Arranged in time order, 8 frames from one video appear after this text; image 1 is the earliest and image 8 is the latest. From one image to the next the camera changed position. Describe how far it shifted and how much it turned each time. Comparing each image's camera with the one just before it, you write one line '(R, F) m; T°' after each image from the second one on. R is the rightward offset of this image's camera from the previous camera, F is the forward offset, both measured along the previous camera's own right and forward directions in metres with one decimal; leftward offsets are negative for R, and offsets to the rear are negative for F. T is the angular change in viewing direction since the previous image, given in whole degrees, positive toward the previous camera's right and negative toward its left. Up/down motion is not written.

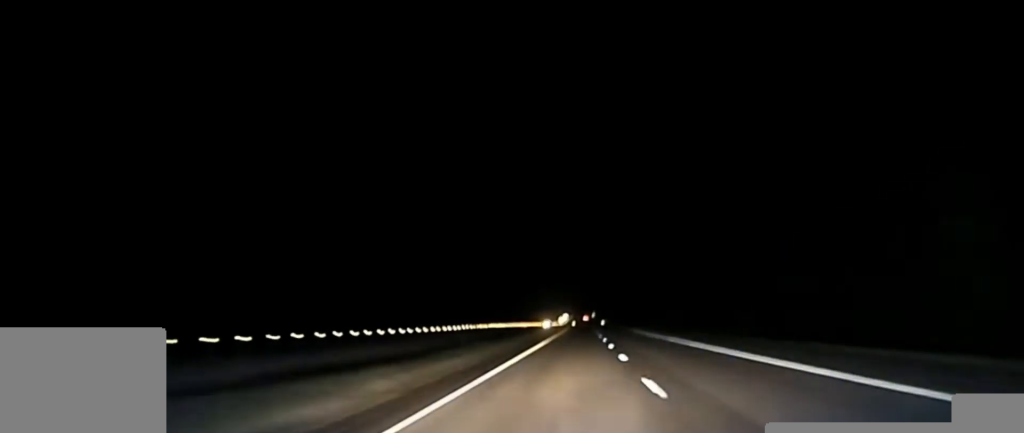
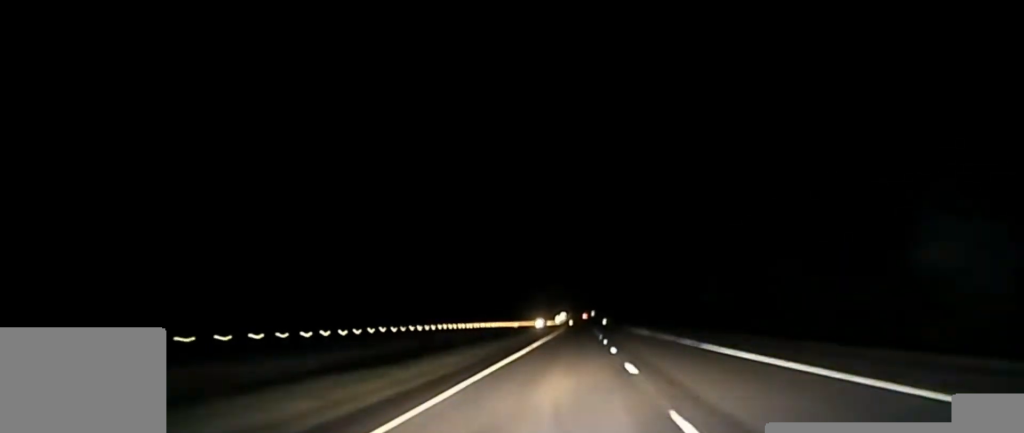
(+0.1, +64.4) m; 0°
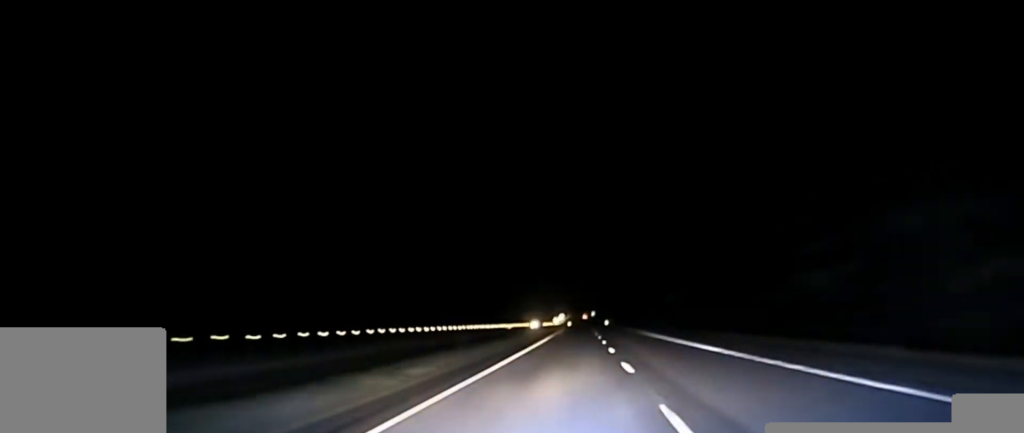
(0.0, +37.5) m; 0°
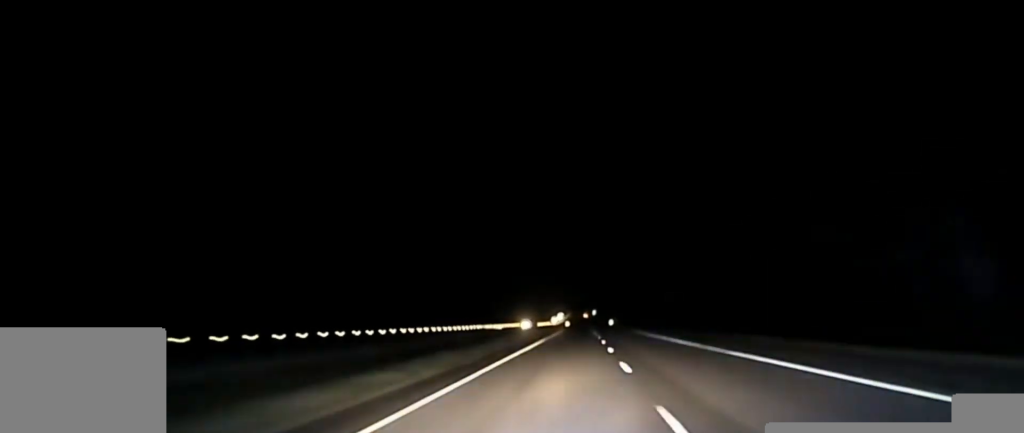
(-0.1, +50.8) m; 0°
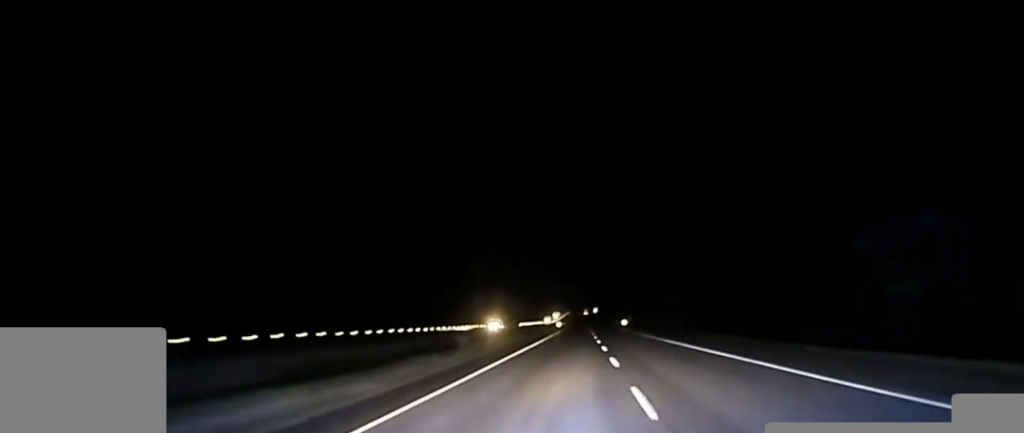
(-0.1, +93.2) m; 0°
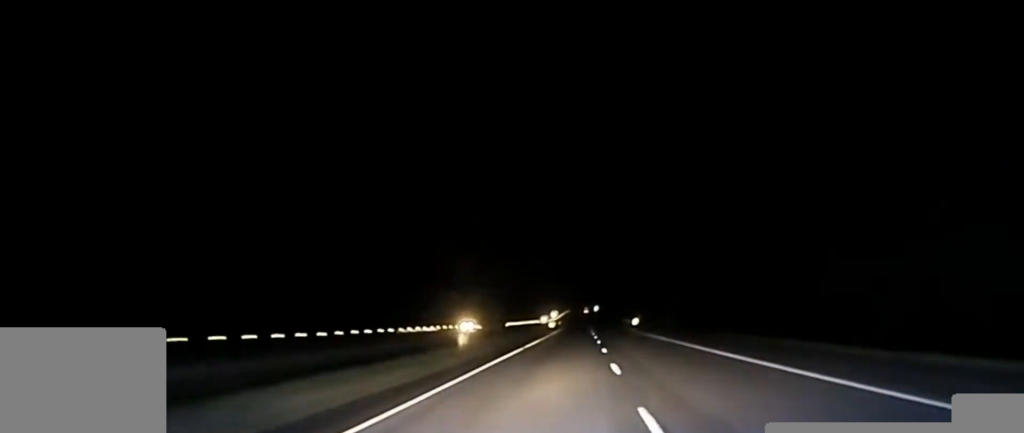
(+0.1, +36.2) m; 0°
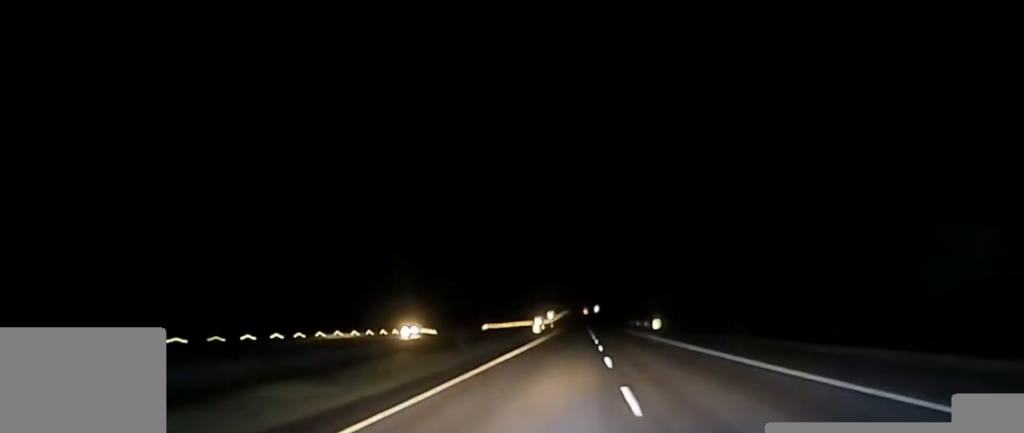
(0.0, +40.2) m; 0°
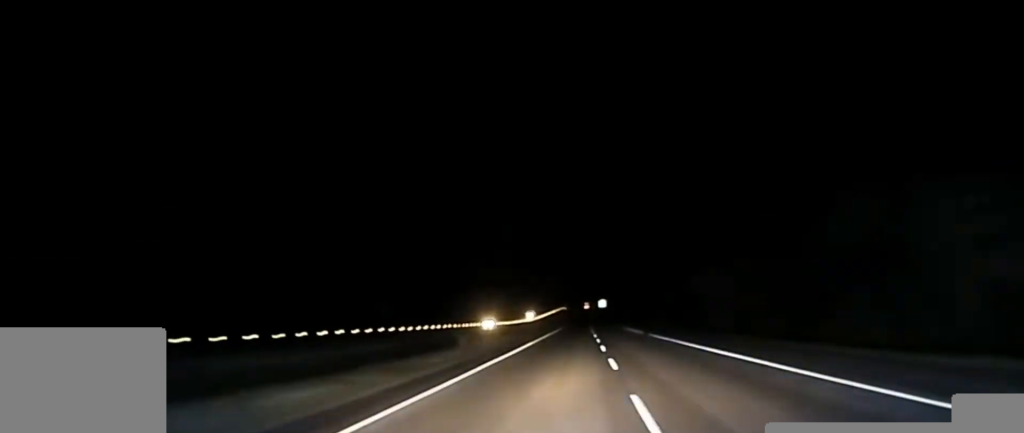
(-0.2, +193.6) m; 0°
